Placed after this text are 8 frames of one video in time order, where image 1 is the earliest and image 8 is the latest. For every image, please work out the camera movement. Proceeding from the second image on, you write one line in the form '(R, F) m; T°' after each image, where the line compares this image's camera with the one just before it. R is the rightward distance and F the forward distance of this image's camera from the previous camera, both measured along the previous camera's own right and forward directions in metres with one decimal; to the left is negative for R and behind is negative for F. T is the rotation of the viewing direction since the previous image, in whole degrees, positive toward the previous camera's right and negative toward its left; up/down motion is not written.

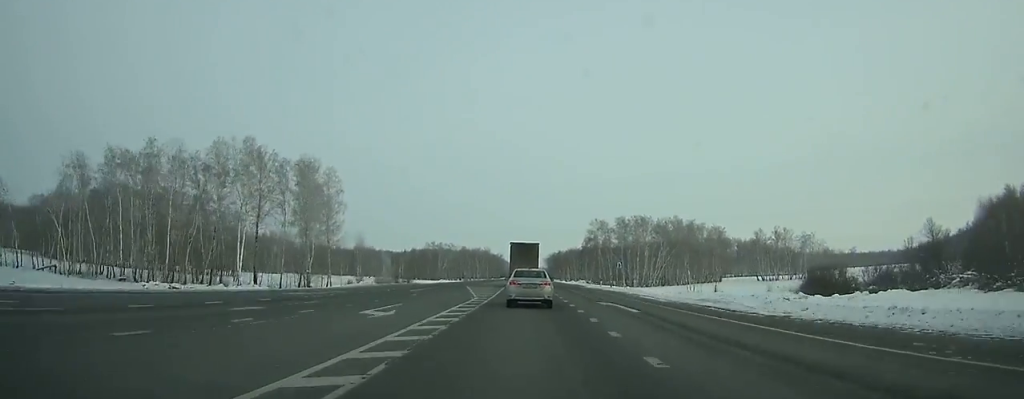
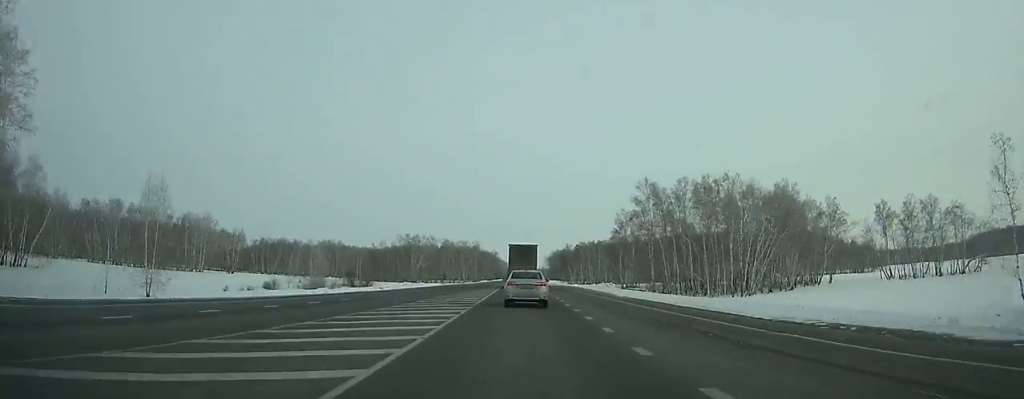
(-0.1, +70.2) m; 0°
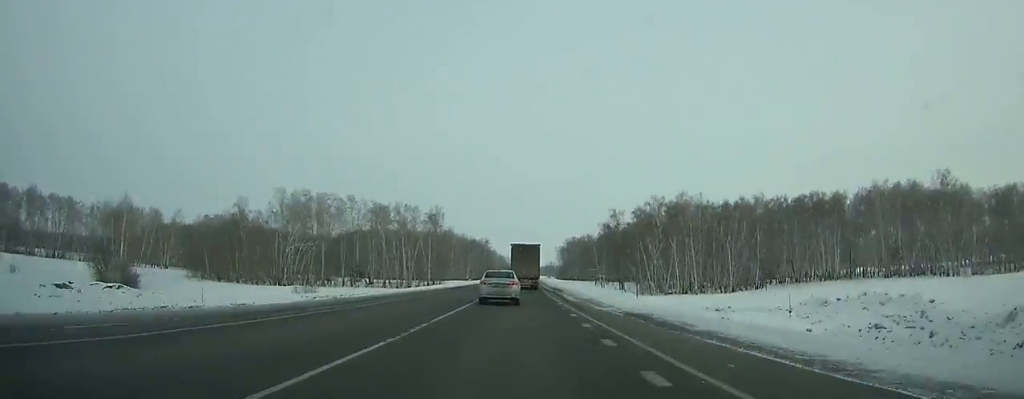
(-0.4, +130.6) m; 0°
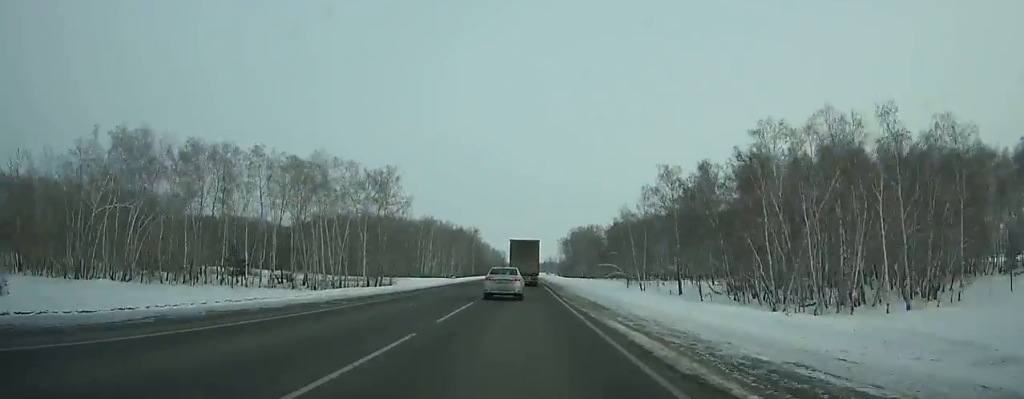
(+0.1, +50.8) m; 0°
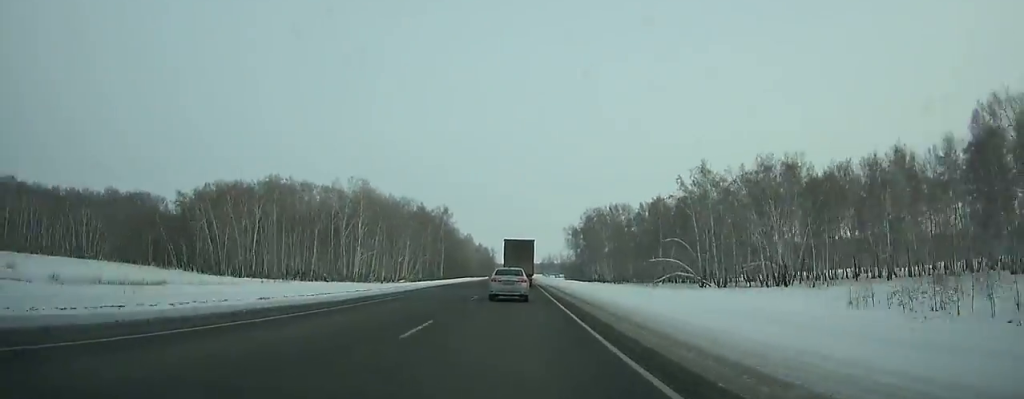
(+0.1, +84.3) m; 0°
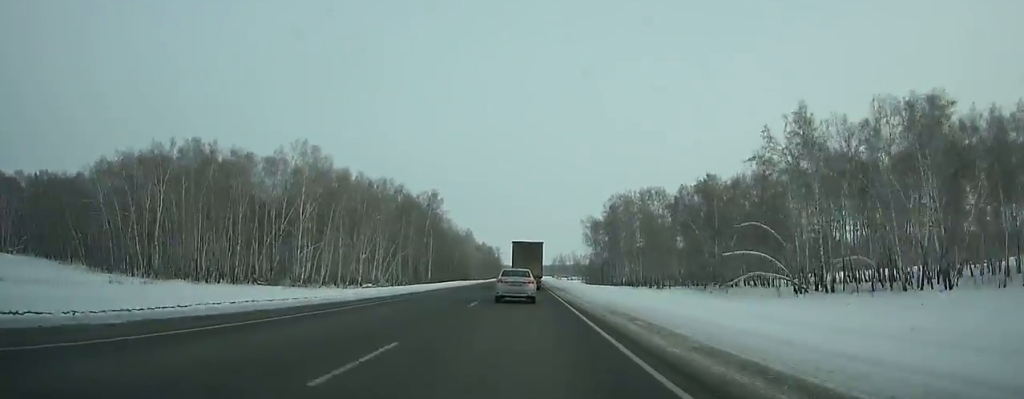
(-0.2, +37.8) m; 0°
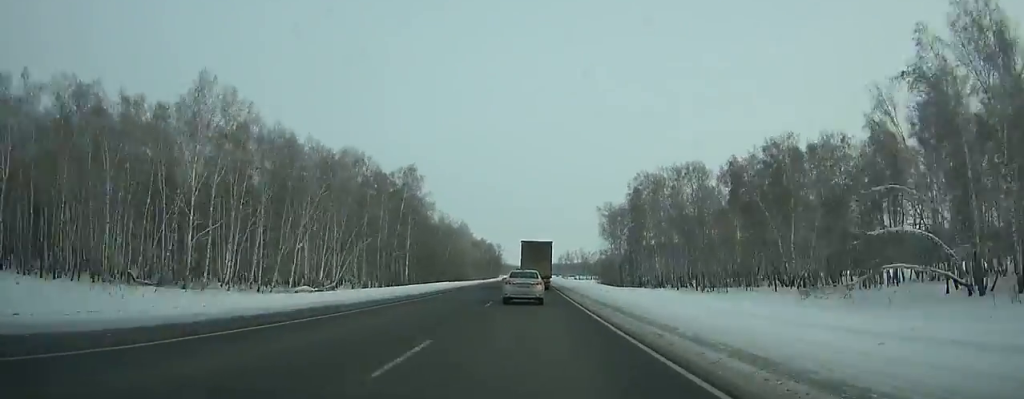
(-0.1, +31.1) m; 0°
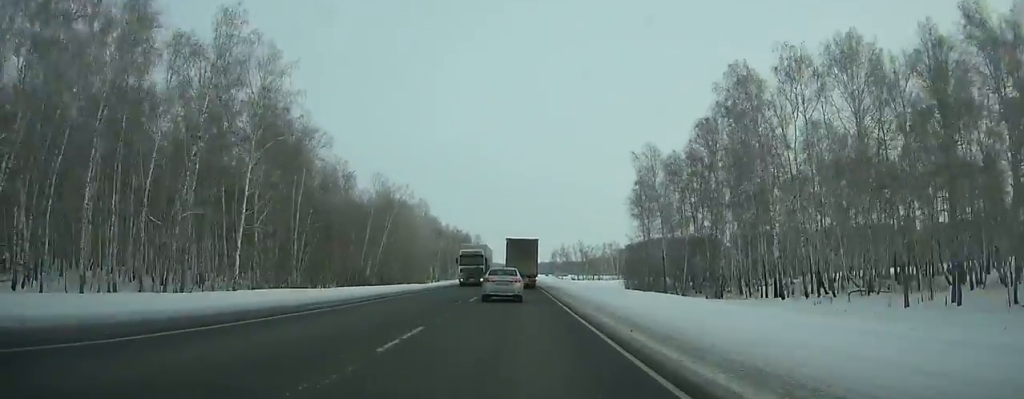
(+0.4, +62.3) m; 0°
